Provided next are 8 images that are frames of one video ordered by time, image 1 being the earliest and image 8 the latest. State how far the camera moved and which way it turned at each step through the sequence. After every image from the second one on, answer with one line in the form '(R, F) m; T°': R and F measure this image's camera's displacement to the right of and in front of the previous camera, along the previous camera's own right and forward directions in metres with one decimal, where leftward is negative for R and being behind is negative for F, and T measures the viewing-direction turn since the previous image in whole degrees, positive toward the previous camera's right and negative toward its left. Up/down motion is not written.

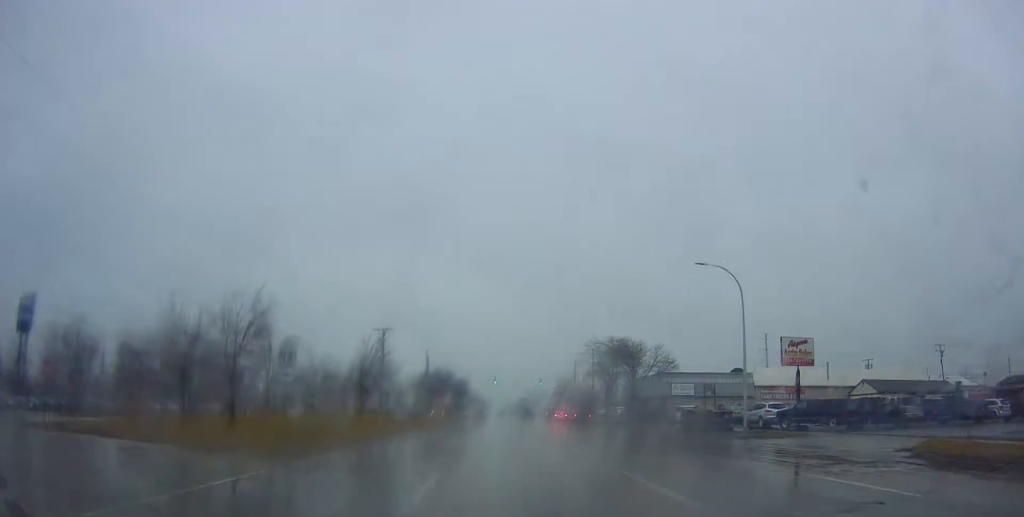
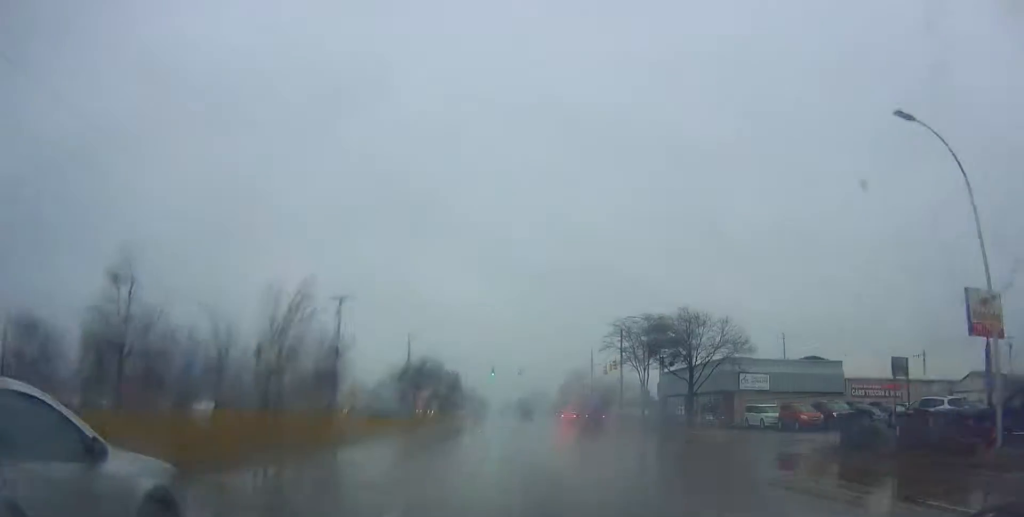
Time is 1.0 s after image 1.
(-0.2, +18.6) m; -1°
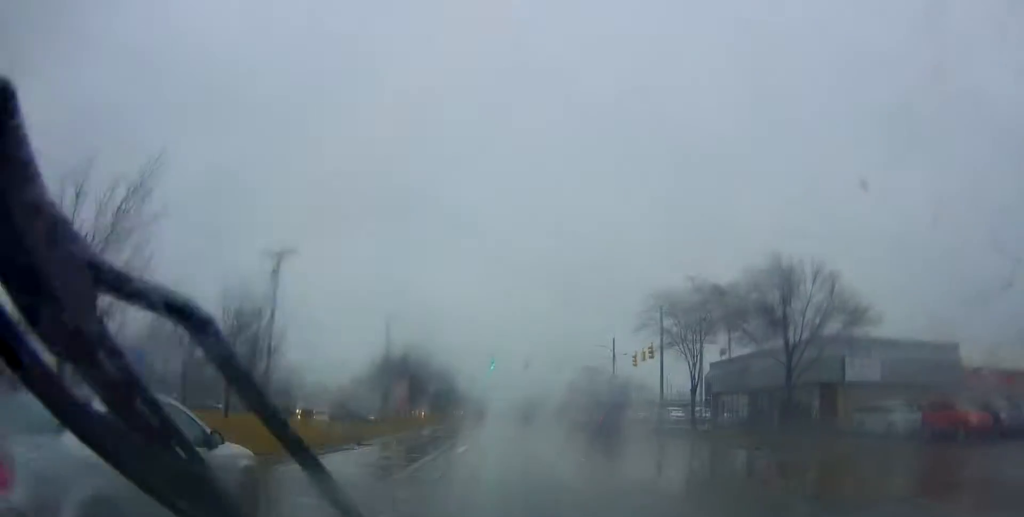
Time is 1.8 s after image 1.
(-0.1, +14.8) m; 0°
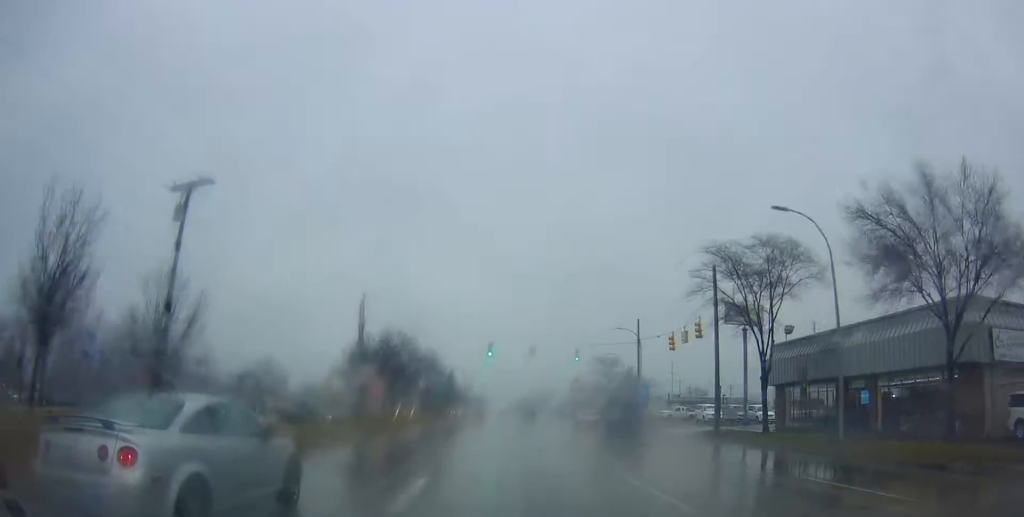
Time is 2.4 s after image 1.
(+0.2, +11.7) m; +1°
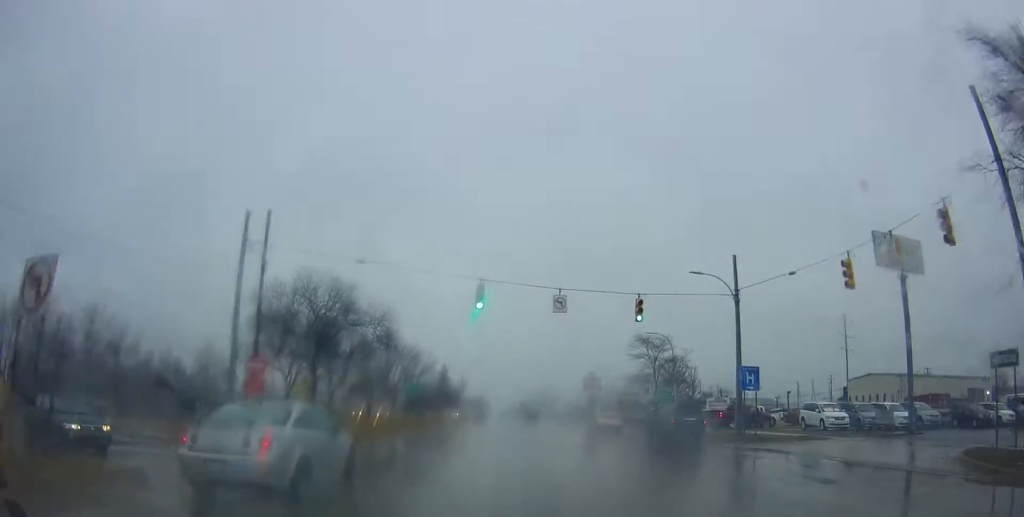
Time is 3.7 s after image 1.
(0.0, +22.7) m; 0°
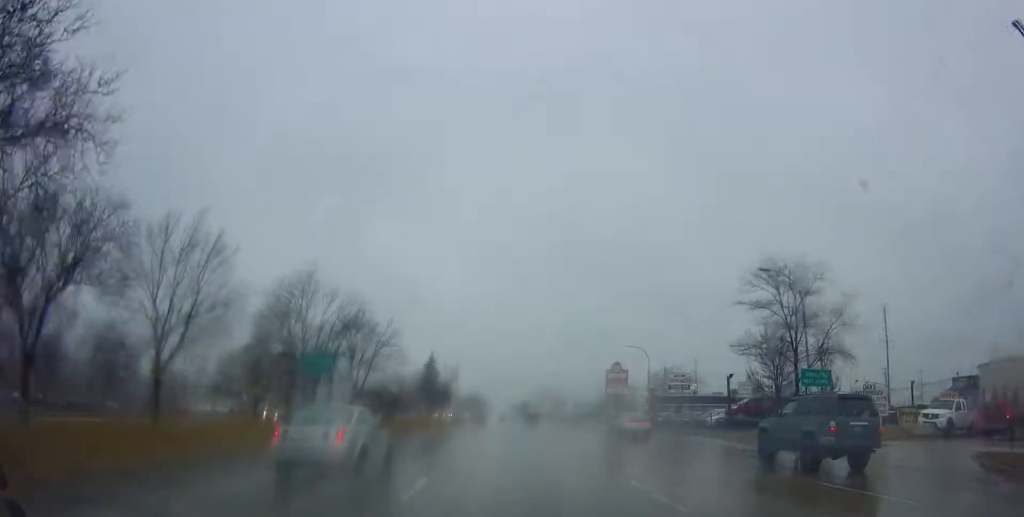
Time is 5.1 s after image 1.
(-0.4, +25.9) m; -1°
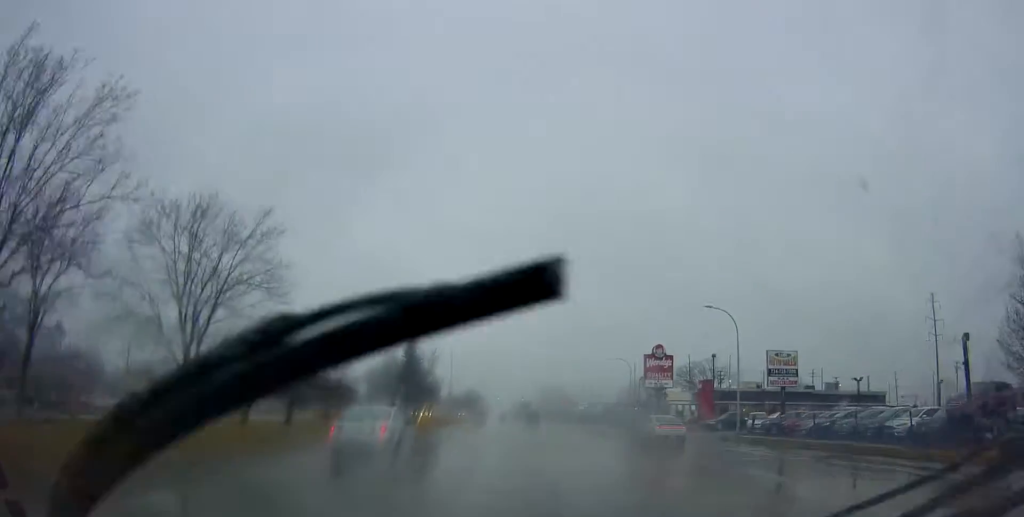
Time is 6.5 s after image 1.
(+0.2, +25.9) m; +2°
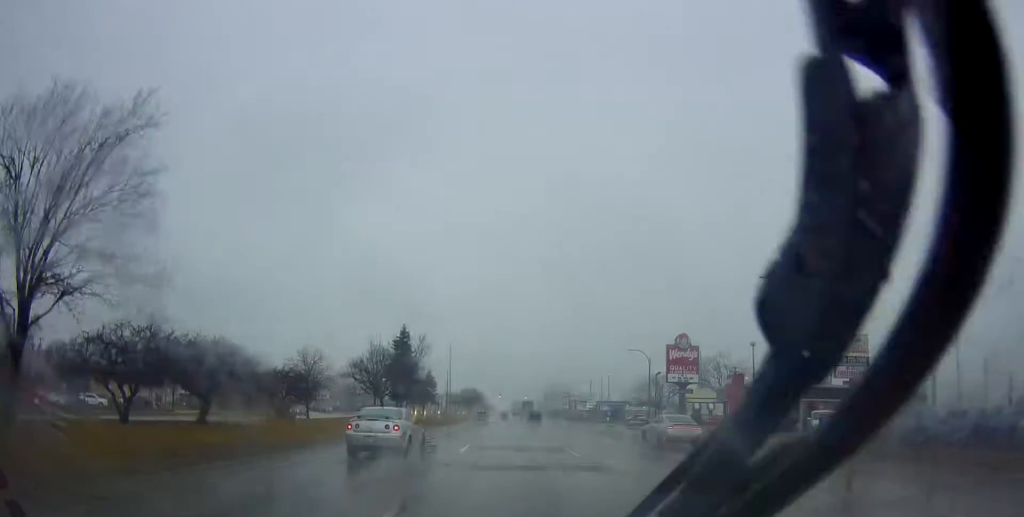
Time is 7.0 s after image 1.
(0.0, +9.4) m; 0°
